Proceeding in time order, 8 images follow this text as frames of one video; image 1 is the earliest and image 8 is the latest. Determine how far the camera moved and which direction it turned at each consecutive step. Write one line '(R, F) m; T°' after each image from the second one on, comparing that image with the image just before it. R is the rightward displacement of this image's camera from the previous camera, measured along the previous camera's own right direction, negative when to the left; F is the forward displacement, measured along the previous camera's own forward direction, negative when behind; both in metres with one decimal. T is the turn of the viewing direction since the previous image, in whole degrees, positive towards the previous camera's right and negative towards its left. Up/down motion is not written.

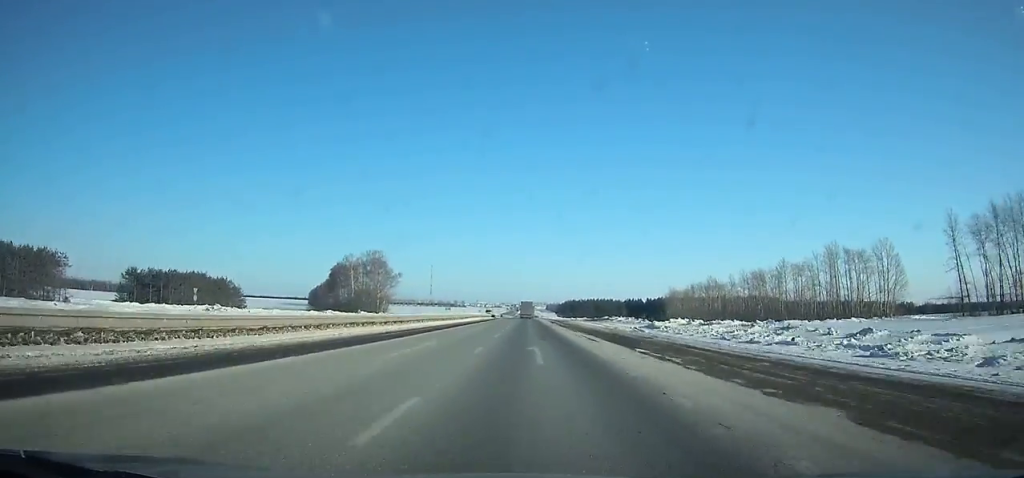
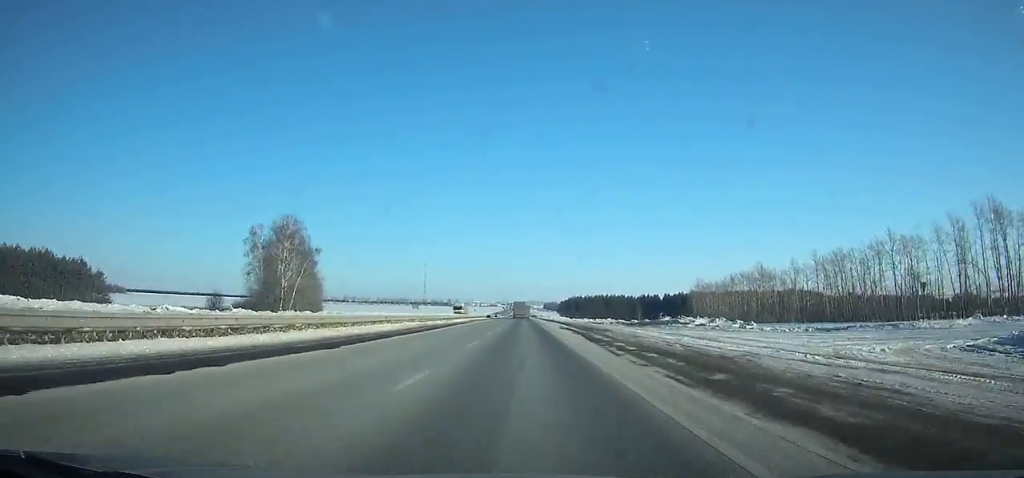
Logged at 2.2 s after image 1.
(+0.2, +55.3) m; 0°
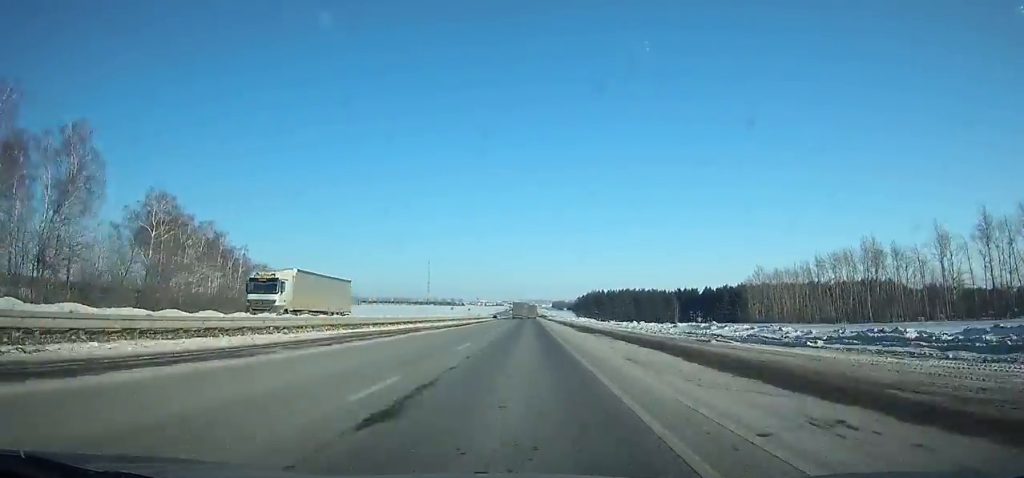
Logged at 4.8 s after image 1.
(+0.2, +62.5) m; 0°
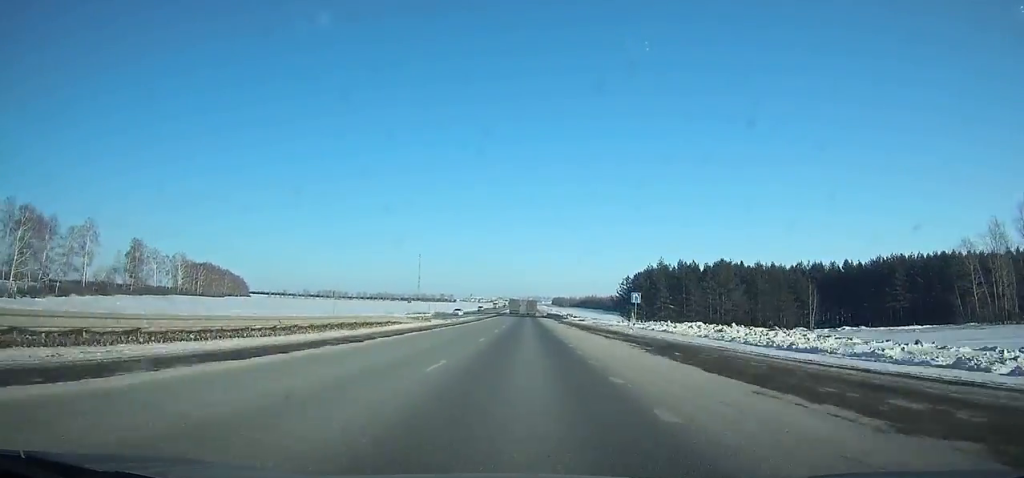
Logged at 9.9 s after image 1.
(-0.4, +115.6) m; 0°
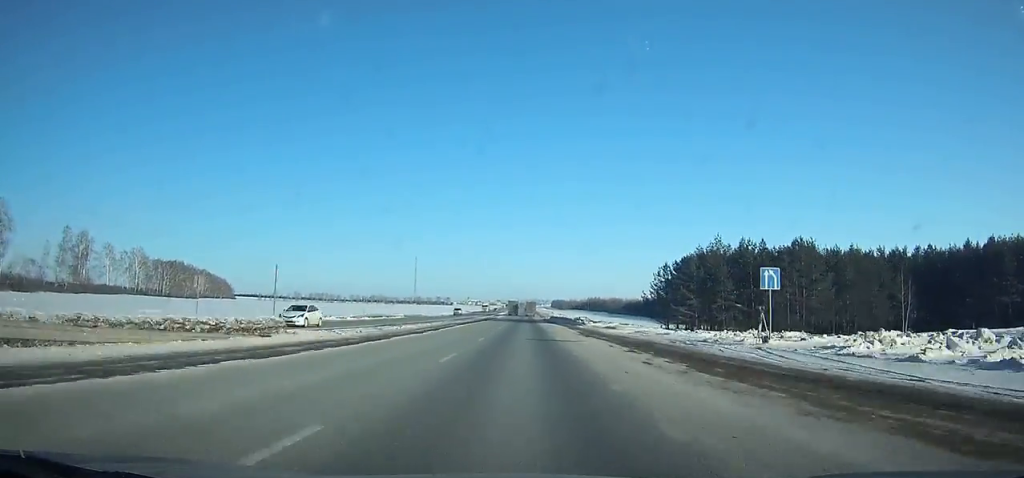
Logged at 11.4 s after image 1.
(+0.1, +33.0) m; 0°
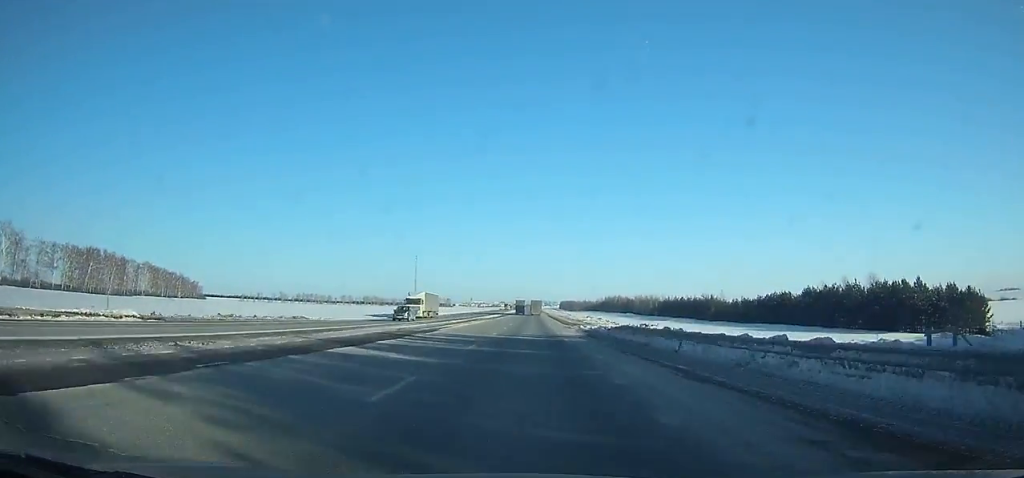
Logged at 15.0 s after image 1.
(+0.2, +78.6) m; 0°
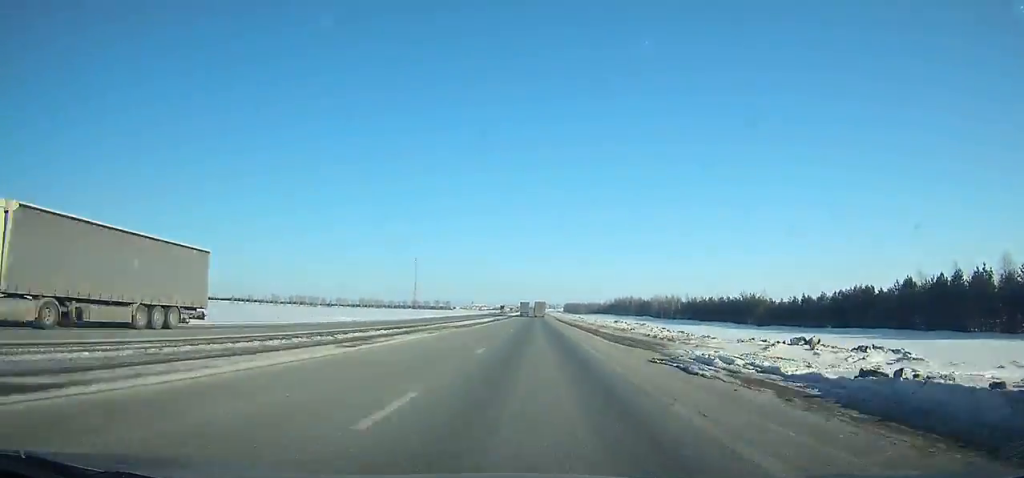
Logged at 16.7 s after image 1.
(0.0, +37.1) m; 0°
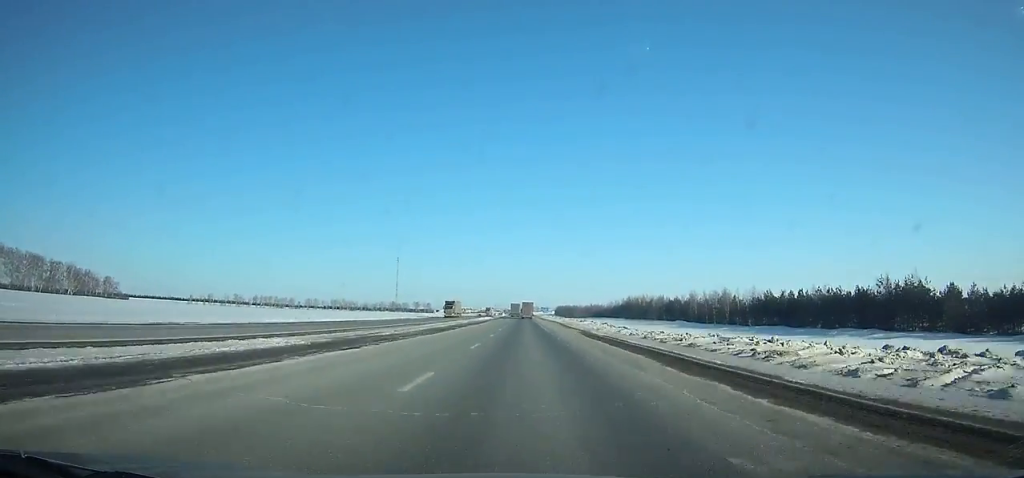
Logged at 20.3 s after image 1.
(-0.1, +79.1) m; 0°
